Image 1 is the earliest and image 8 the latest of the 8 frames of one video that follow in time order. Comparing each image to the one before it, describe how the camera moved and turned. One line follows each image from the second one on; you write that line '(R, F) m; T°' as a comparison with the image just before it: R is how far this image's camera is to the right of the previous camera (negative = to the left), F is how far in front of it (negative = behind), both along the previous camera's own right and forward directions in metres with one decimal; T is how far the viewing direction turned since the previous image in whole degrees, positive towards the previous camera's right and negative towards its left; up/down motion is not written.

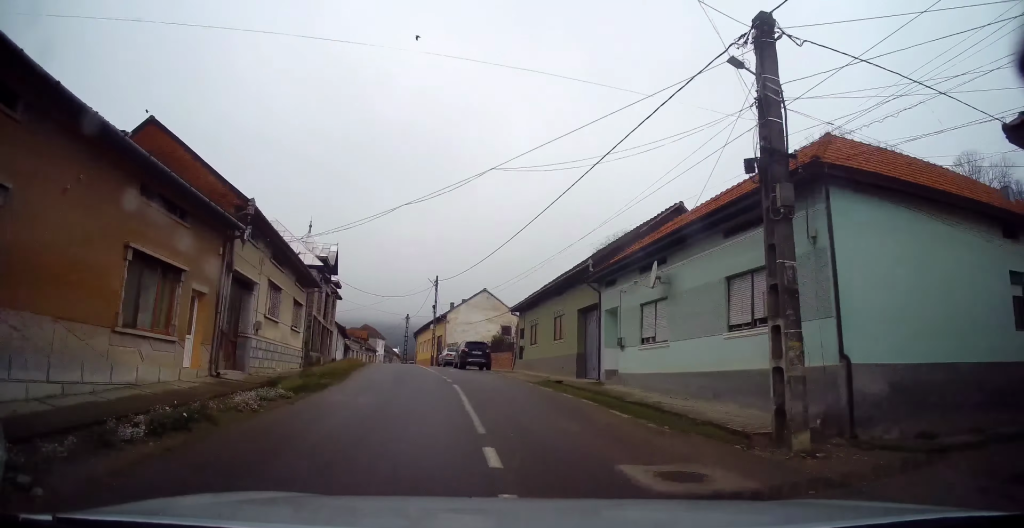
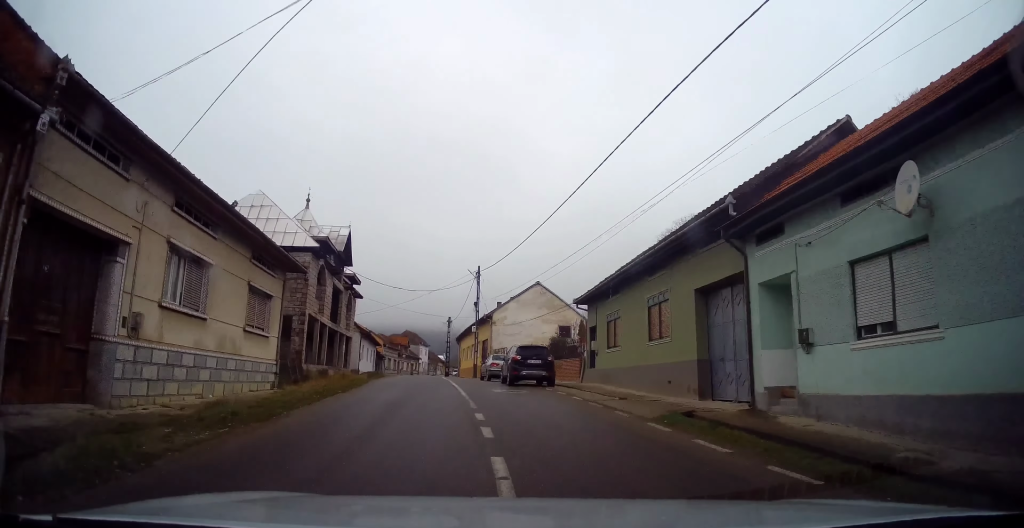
(-0.7, +9.8) m; -6°
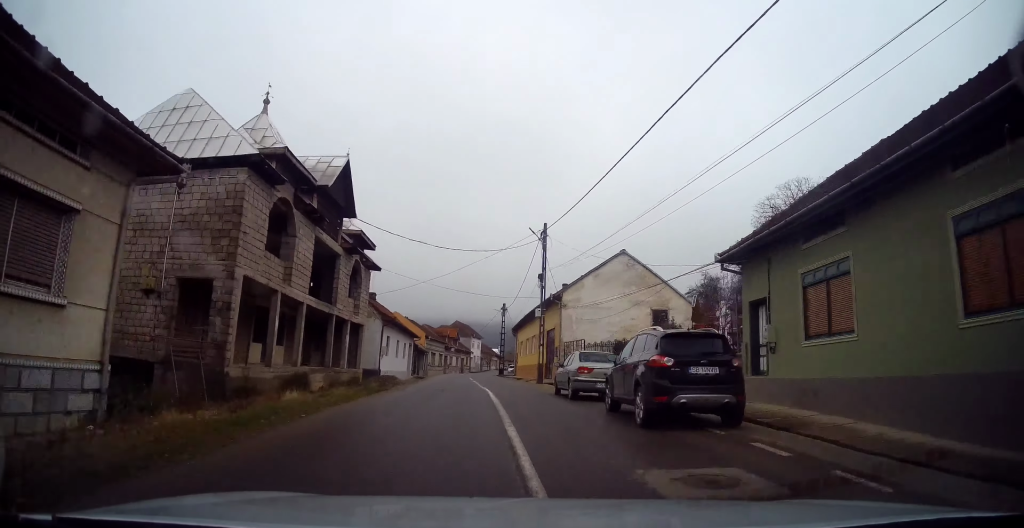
(-0.8, +12.5) m; -4°
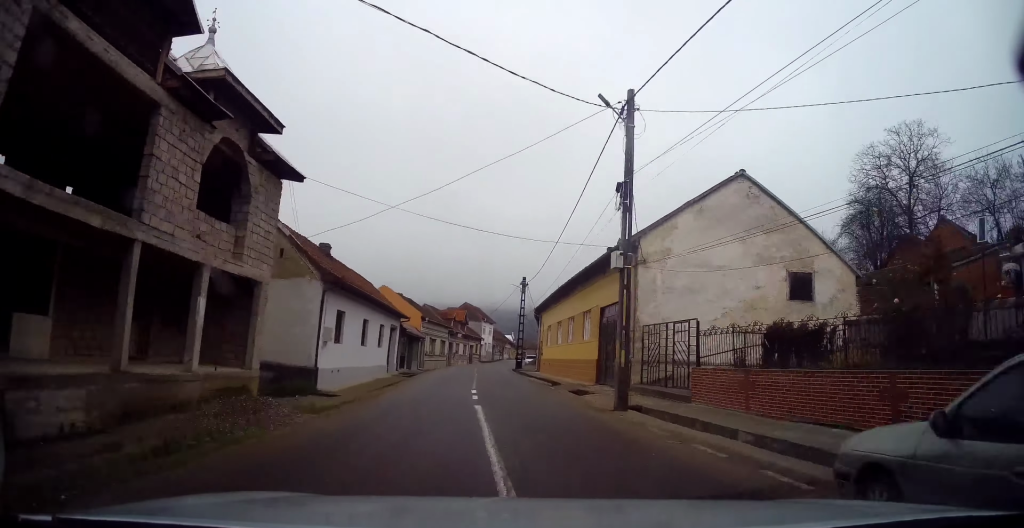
(-0.1, +14.8) m; -1°
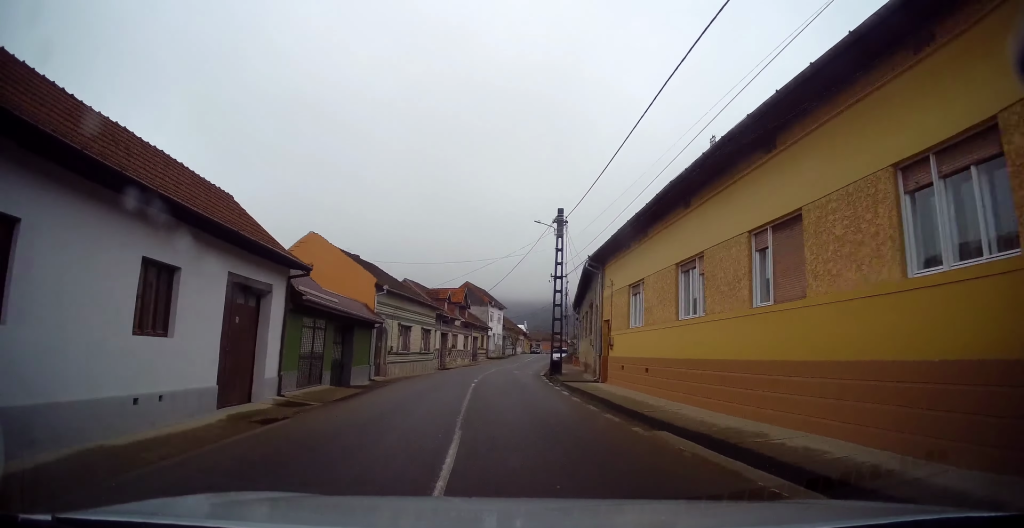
(-0.5, +22.0) m; -2°
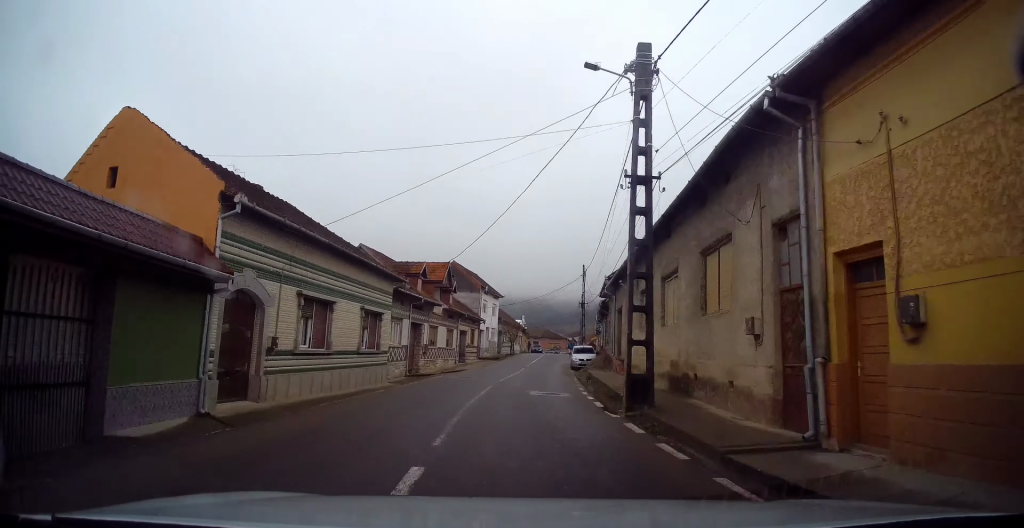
(+0.3, +15.8) m; +2°
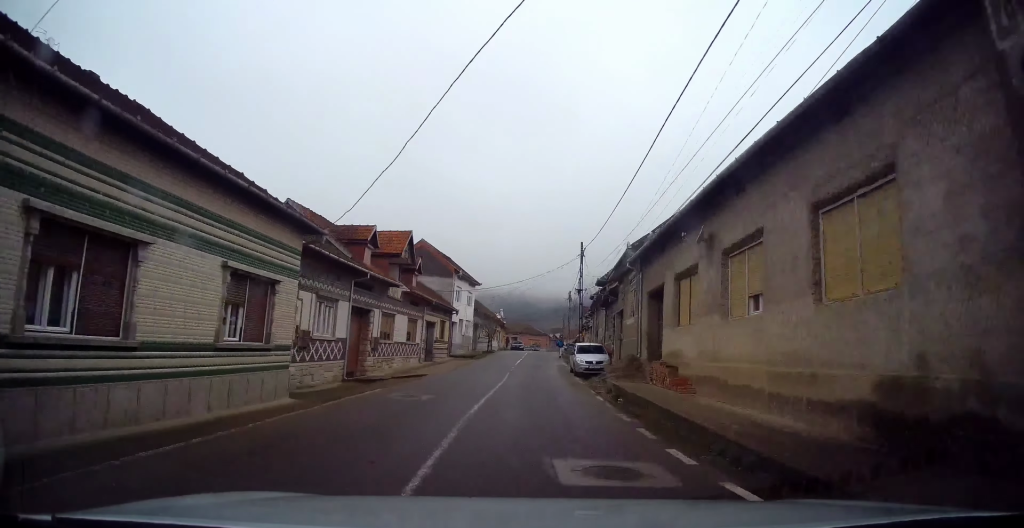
(+0.1, +9.8) m; +2°
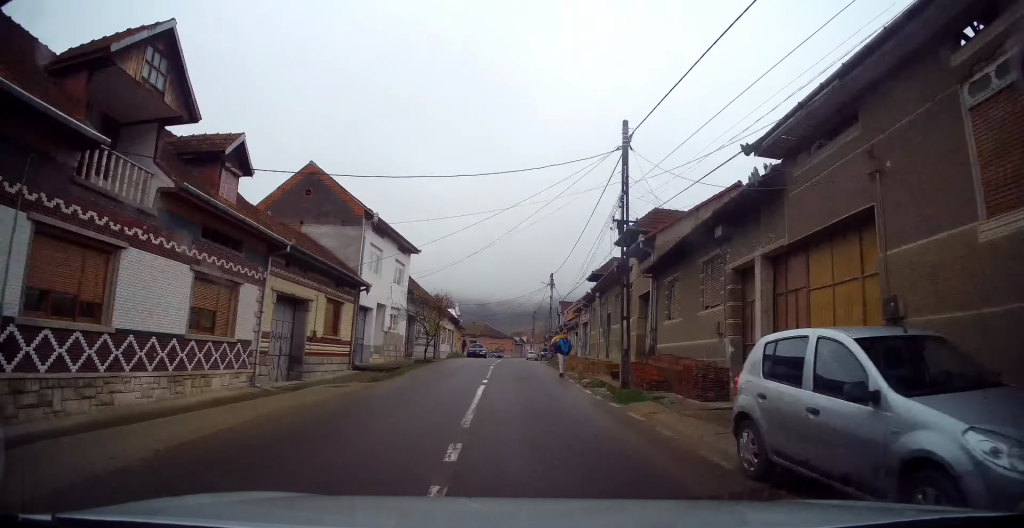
(+1.1, +22.1) m; +4°
